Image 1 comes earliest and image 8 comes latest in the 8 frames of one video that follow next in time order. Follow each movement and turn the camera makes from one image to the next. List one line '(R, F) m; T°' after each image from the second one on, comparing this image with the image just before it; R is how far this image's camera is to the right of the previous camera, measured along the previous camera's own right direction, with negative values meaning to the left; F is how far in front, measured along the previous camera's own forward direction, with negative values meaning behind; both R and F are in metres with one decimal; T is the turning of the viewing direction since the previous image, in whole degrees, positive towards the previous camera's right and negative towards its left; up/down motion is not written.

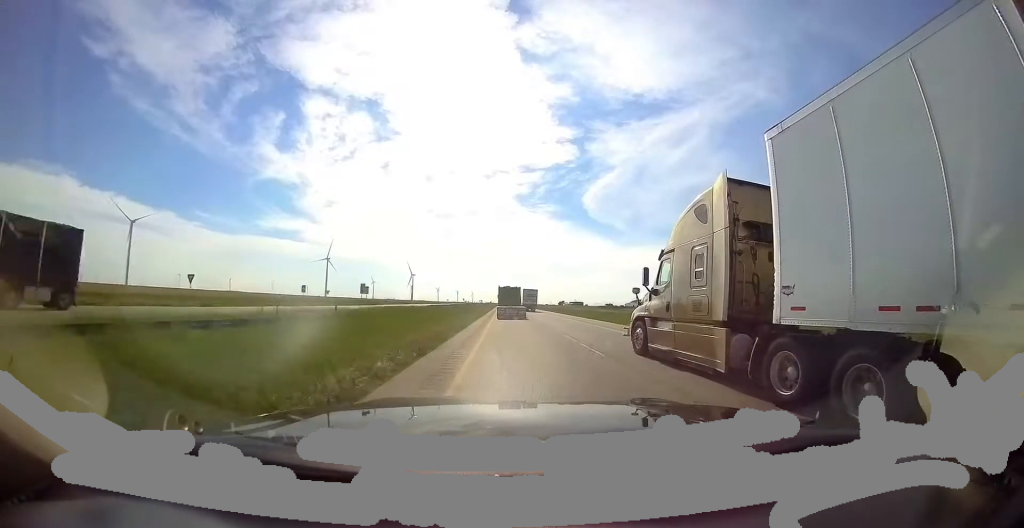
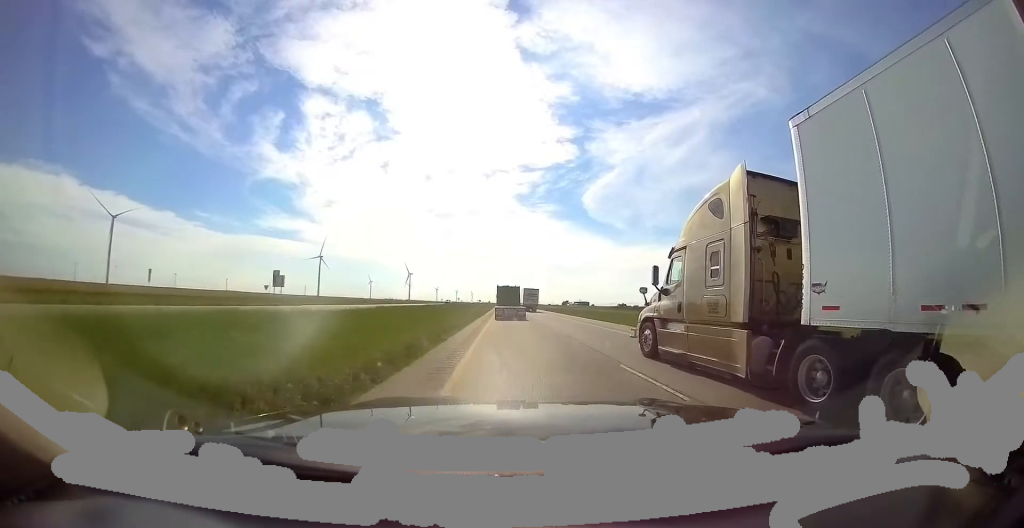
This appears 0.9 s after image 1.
(+0.3, +28.2) m; 0°
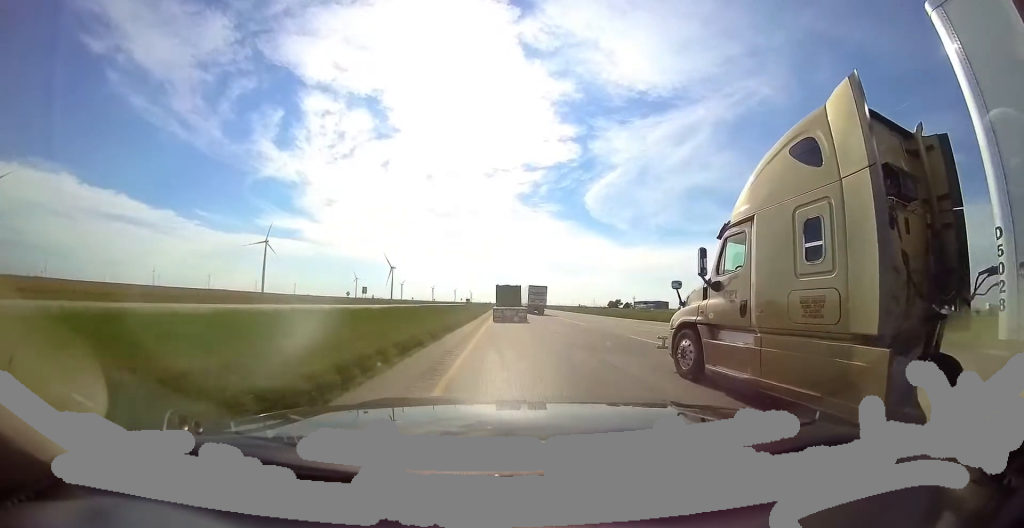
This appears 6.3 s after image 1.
(-1.3, +173.4) m; -1°
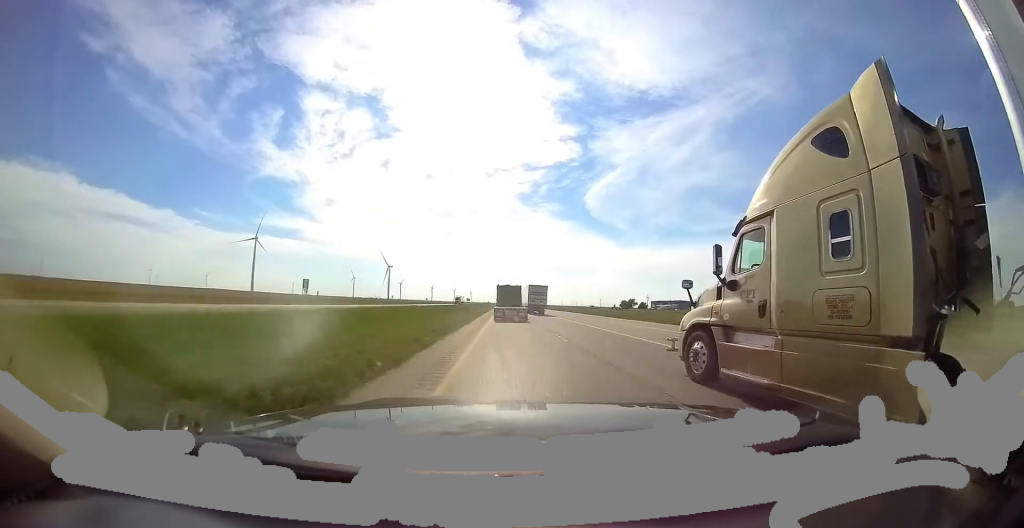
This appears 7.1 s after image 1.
(+0.5, +25.0) m; 0°
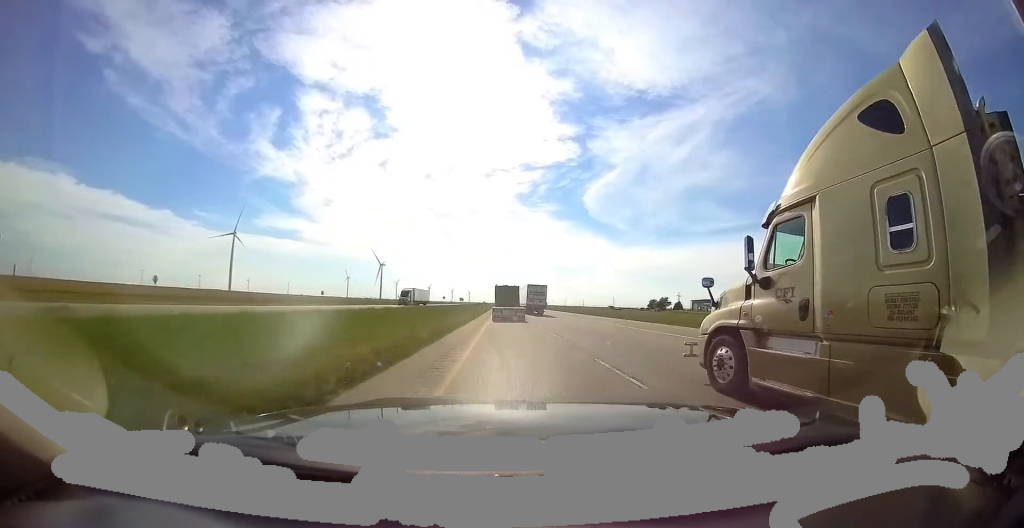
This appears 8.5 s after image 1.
(-0.9, +43.4) m; -1°
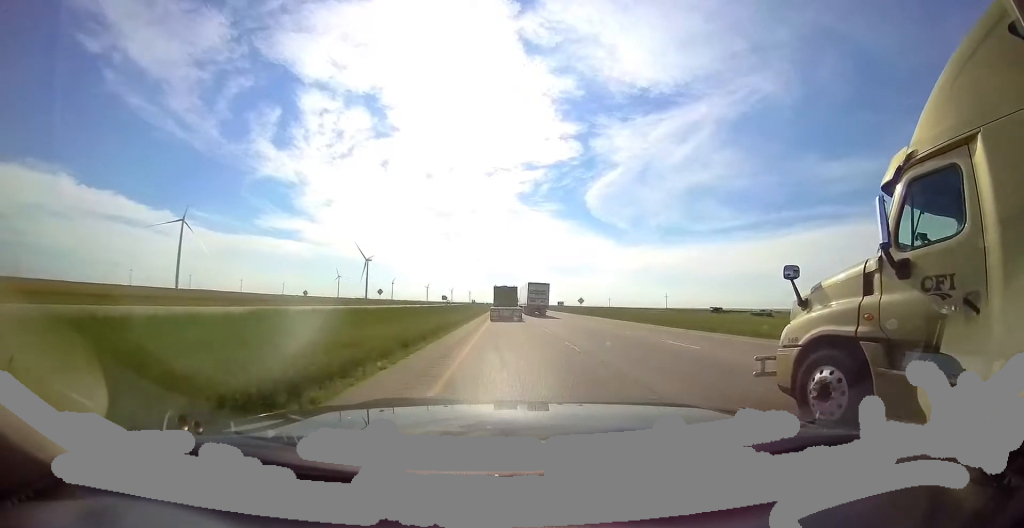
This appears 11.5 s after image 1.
(-0.2, +92.8) m; +1°
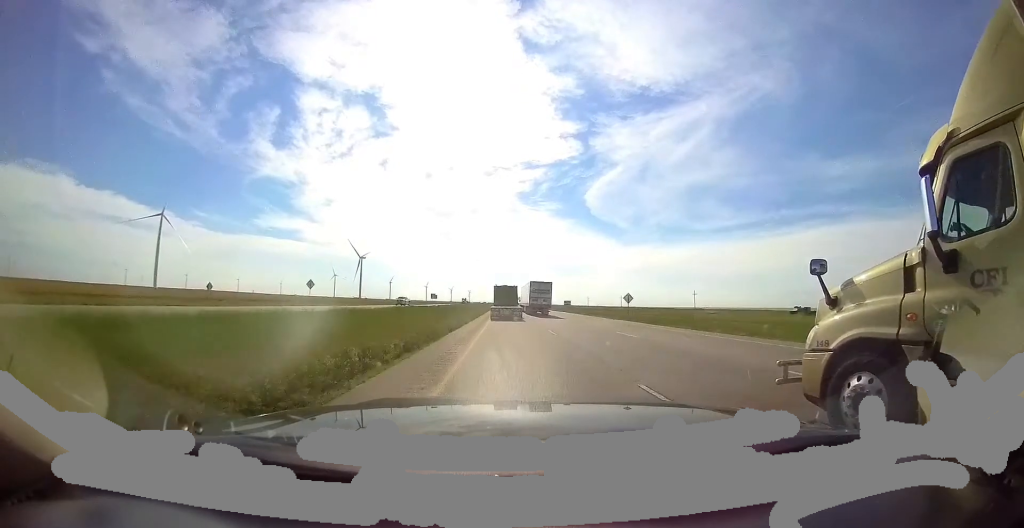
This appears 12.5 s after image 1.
(+0.3, +30.9) m; 0°
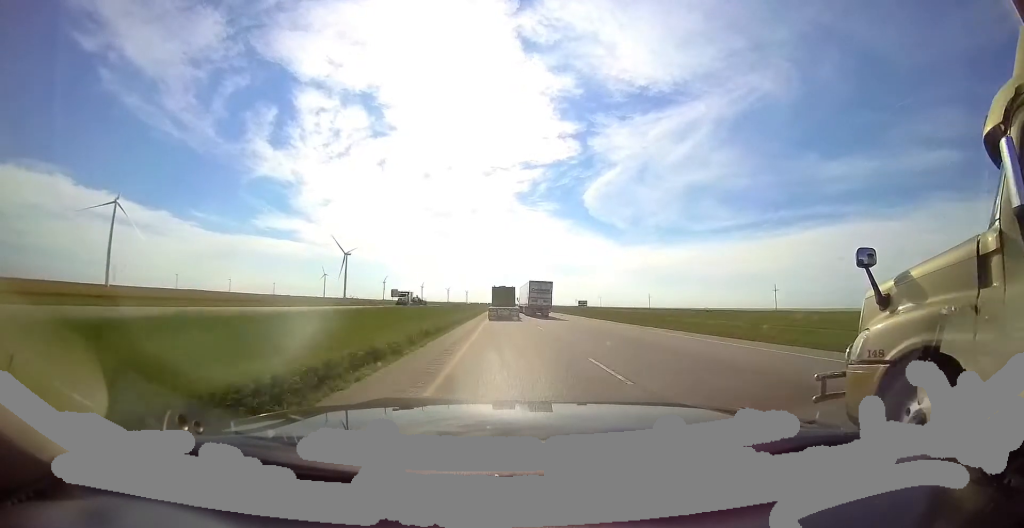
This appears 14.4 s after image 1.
(+0.1, +57.7) m; 0°
